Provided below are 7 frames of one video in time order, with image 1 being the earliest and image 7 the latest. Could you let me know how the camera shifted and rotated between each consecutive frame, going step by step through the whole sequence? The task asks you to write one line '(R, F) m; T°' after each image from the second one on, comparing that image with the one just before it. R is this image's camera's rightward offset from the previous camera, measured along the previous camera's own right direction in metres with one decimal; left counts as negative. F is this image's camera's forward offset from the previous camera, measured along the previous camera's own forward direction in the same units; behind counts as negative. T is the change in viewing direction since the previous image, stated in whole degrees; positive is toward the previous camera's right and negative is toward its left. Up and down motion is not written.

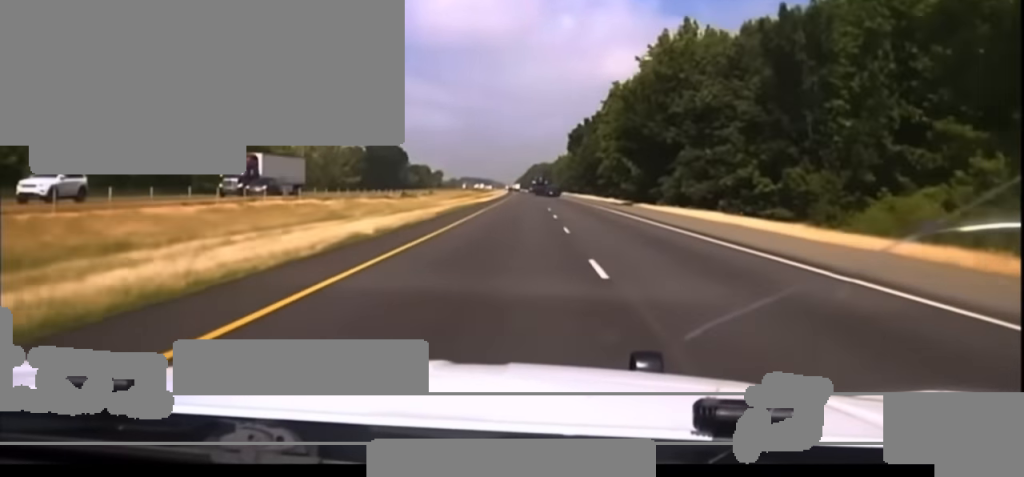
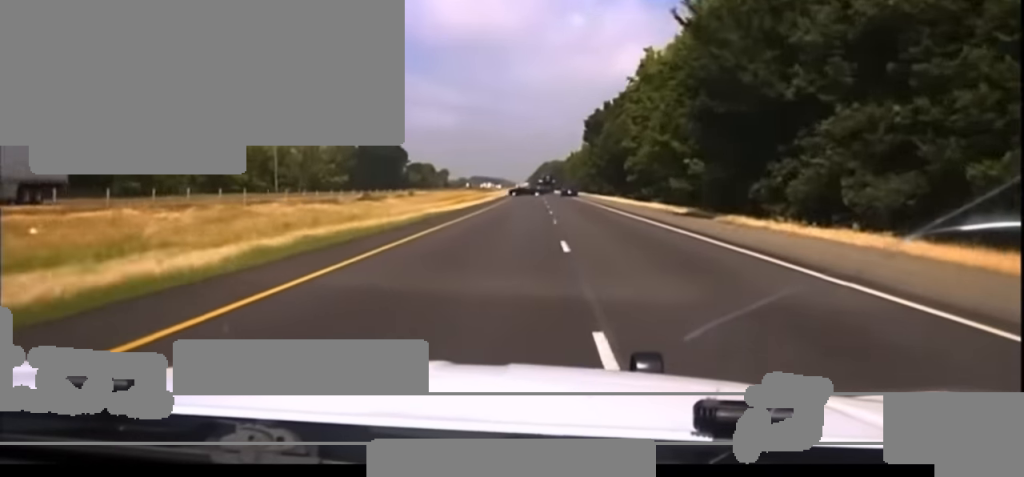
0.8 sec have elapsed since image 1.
(-0.1, +30.2) m; 0°
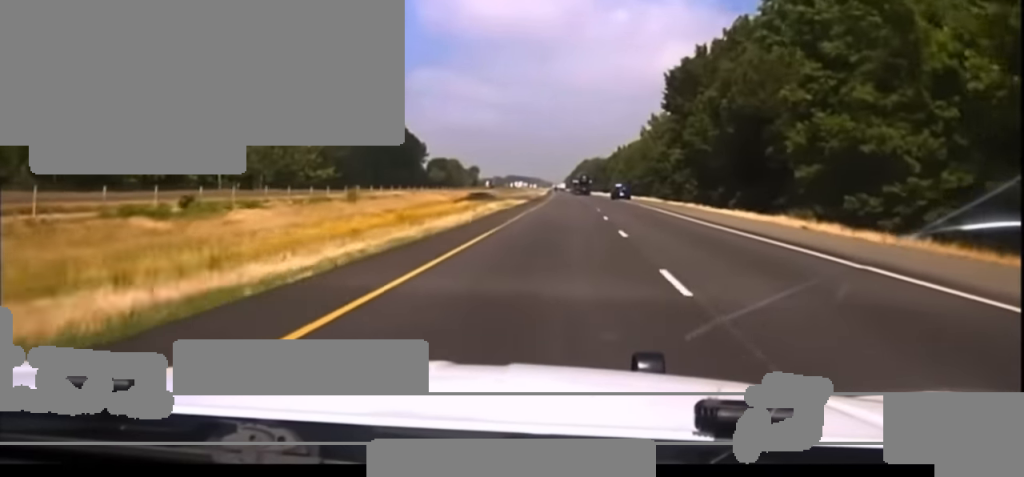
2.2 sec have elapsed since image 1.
(-0.1, +49.7) m; -1°
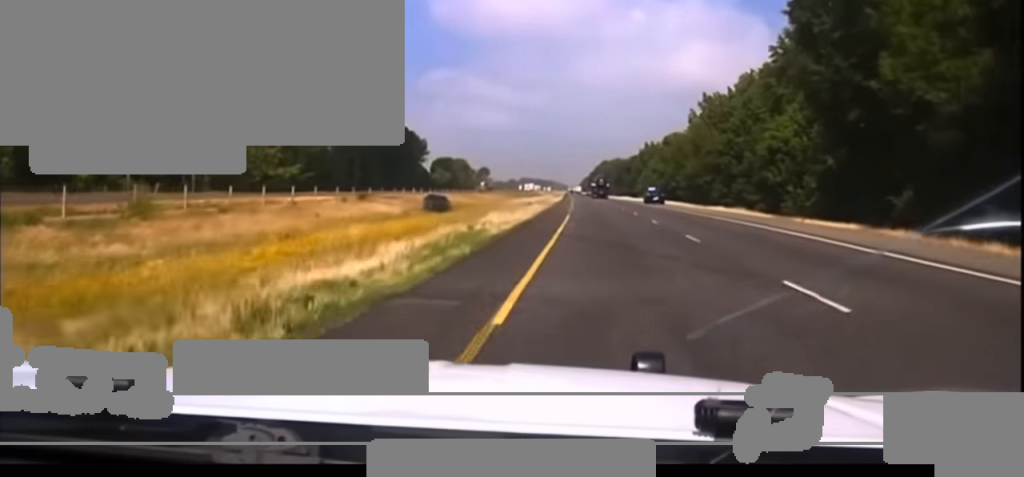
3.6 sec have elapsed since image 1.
(-0.7, +36.2) m; -1°
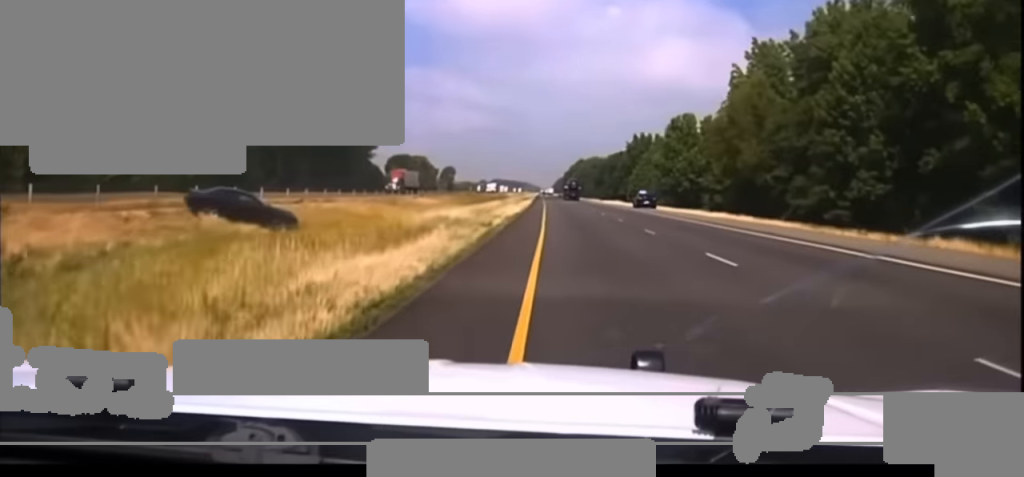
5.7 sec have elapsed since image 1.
(0.0, +38.2) m; 0°
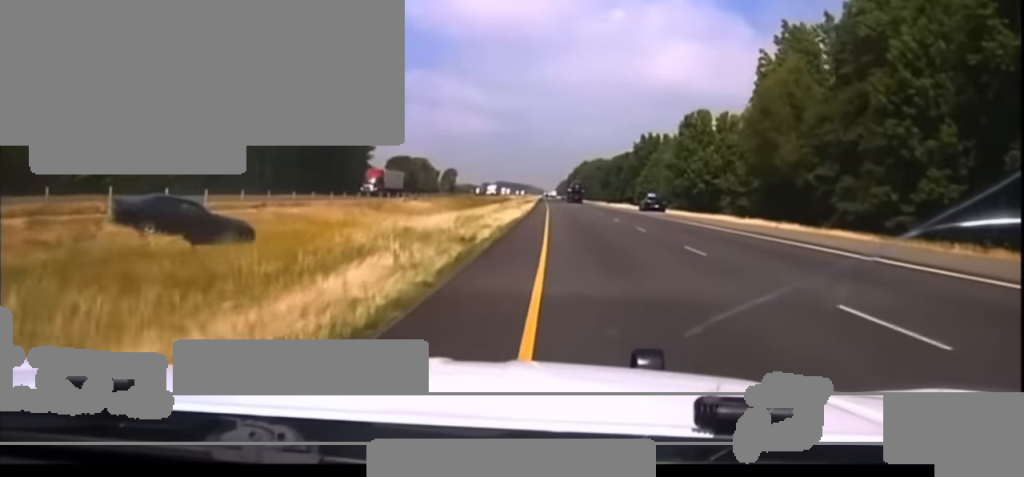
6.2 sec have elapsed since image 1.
(0.0, +7.3) m; 0°
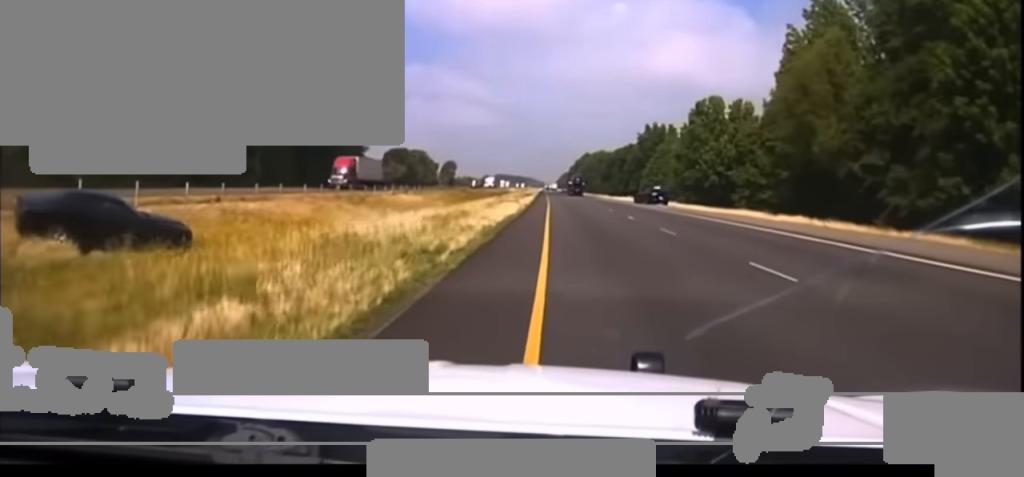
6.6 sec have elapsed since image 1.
(0.0, +4.8) m; -1°
